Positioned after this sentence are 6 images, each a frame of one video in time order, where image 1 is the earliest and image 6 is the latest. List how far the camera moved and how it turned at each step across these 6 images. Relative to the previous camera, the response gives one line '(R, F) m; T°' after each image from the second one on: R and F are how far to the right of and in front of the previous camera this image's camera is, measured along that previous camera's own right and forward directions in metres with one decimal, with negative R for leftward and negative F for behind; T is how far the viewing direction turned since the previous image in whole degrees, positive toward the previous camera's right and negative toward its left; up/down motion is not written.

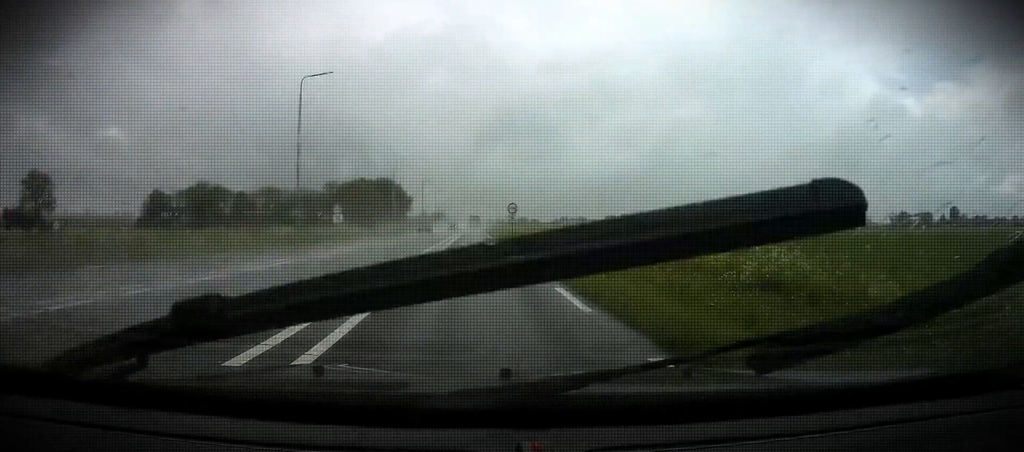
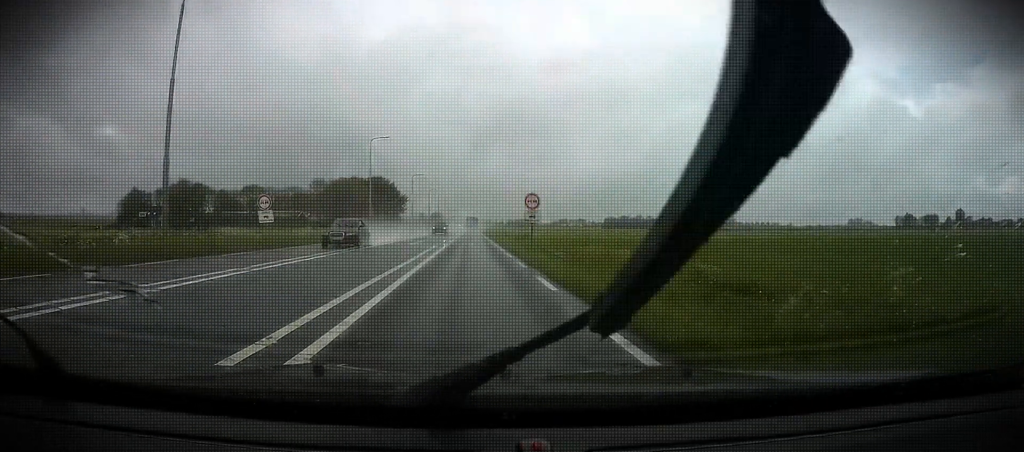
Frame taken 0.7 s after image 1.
(+0.1, +15.2) m; +1°
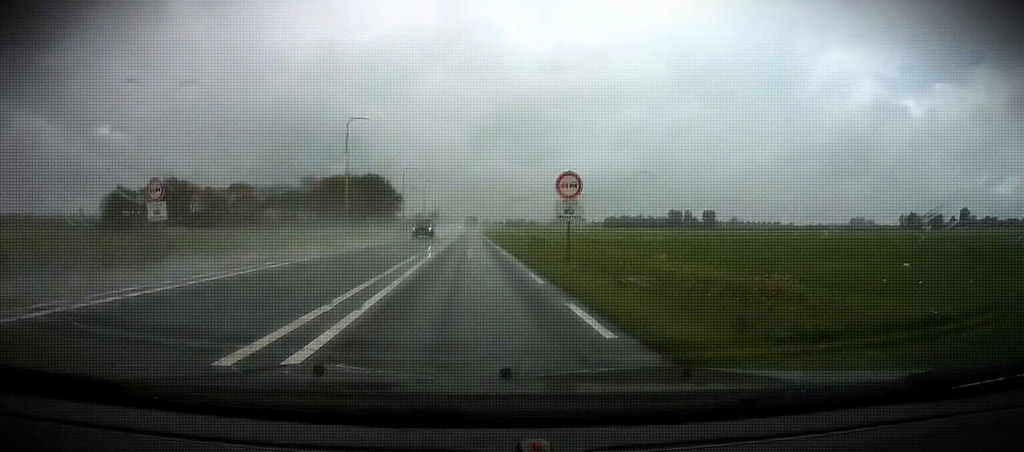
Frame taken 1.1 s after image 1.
(+0.1, +10.4) m; +1°
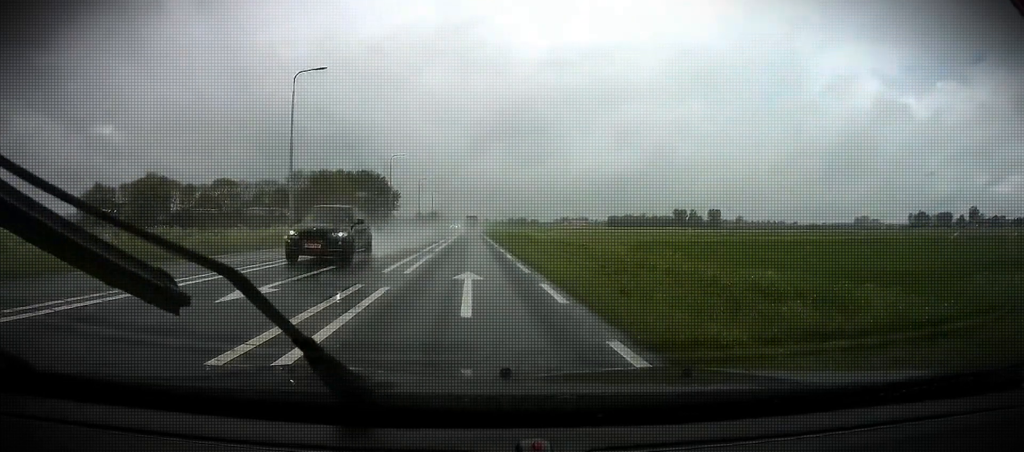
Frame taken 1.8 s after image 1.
(0.0, +15.1) m; +1°
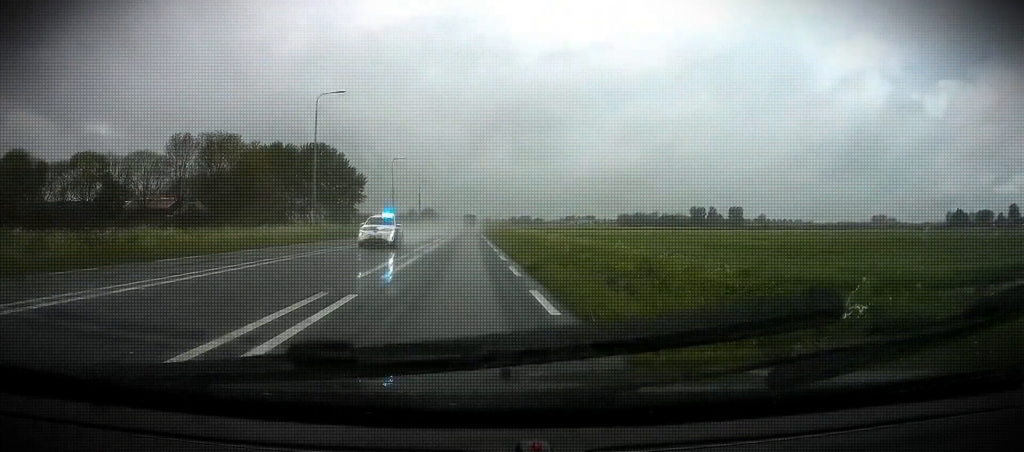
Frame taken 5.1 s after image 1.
(+2.4, +73.4) m; +1°
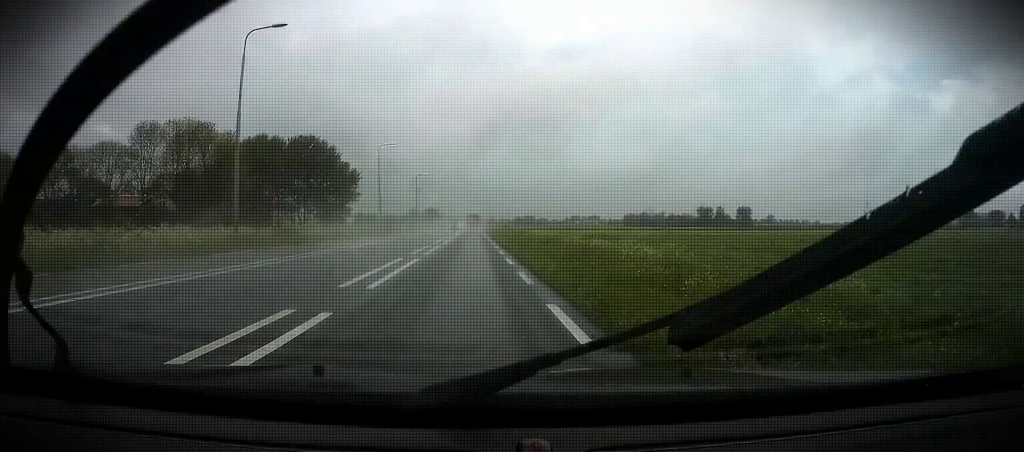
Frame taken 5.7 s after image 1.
(0.0, +13.6) m; 0°
